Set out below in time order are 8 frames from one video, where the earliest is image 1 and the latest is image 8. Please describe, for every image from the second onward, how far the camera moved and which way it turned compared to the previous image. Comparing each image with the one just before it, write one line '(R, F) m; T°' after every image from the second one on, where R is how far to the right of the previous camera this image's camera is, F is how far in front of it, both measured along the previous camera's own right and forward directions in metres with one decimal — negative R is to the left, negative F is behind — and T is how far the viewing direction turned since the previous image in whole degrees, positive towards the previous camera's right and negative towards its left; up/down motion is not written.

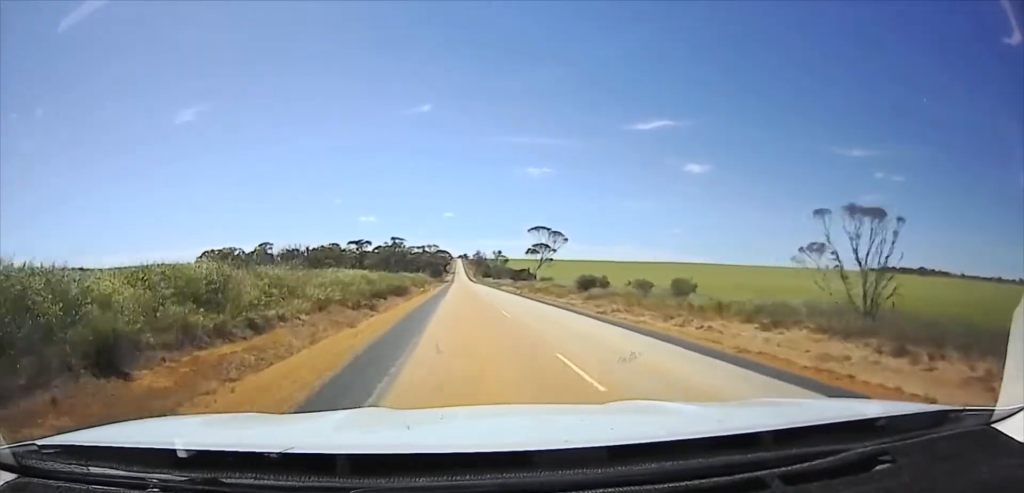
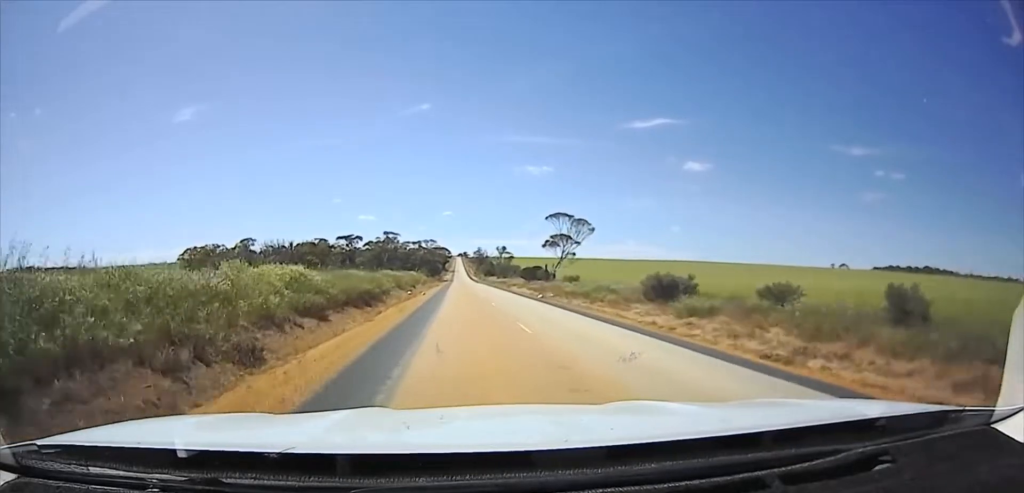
(0.0, +12.3) m; -1°
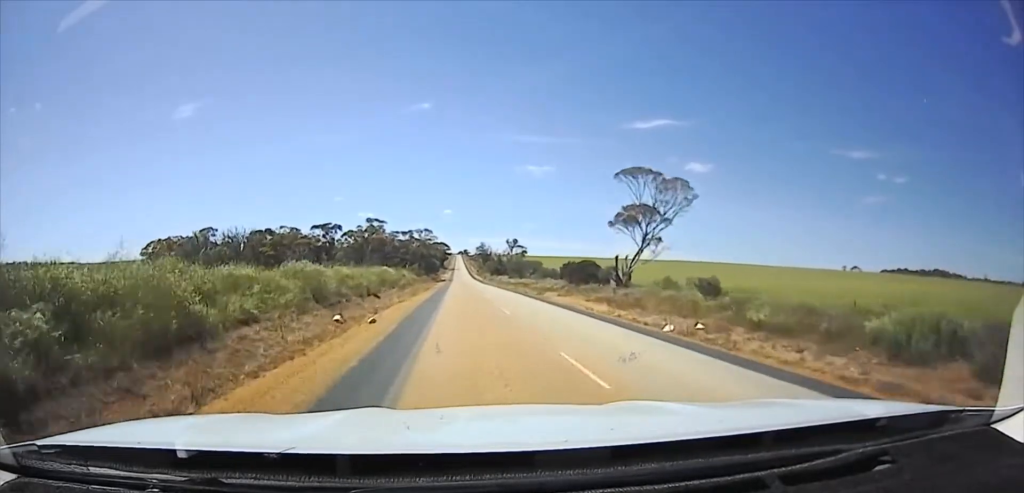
(-0.6, +24.7) m; -1°
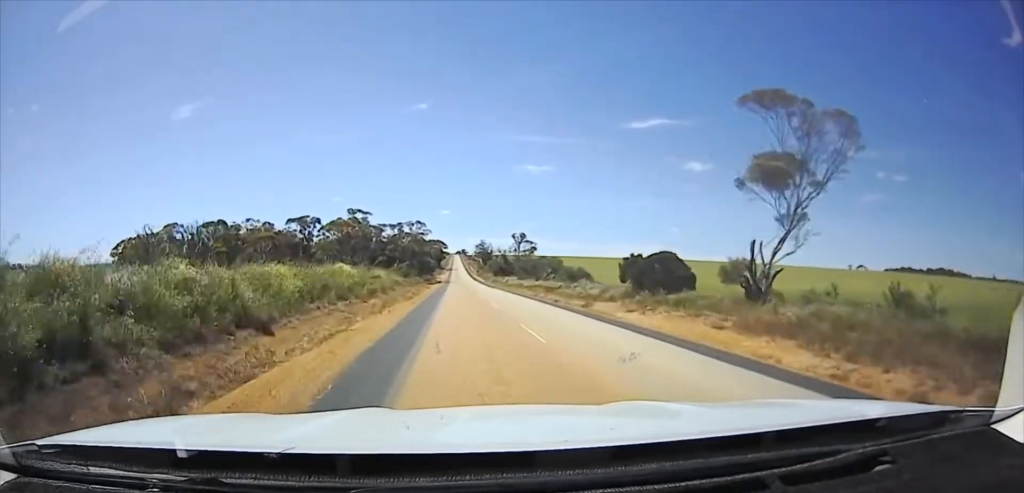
(+0.2, +15.8) m; +1°
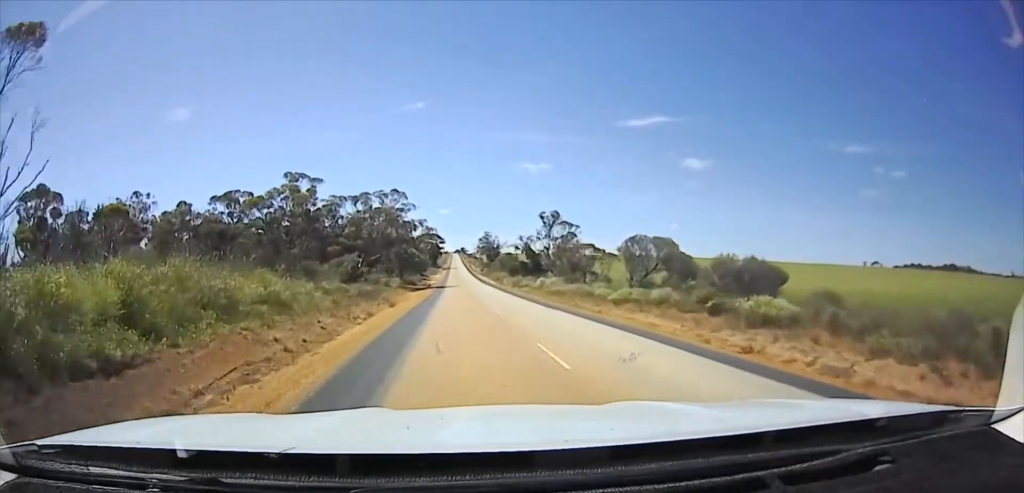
(+0.5, +34.4) m; -1°
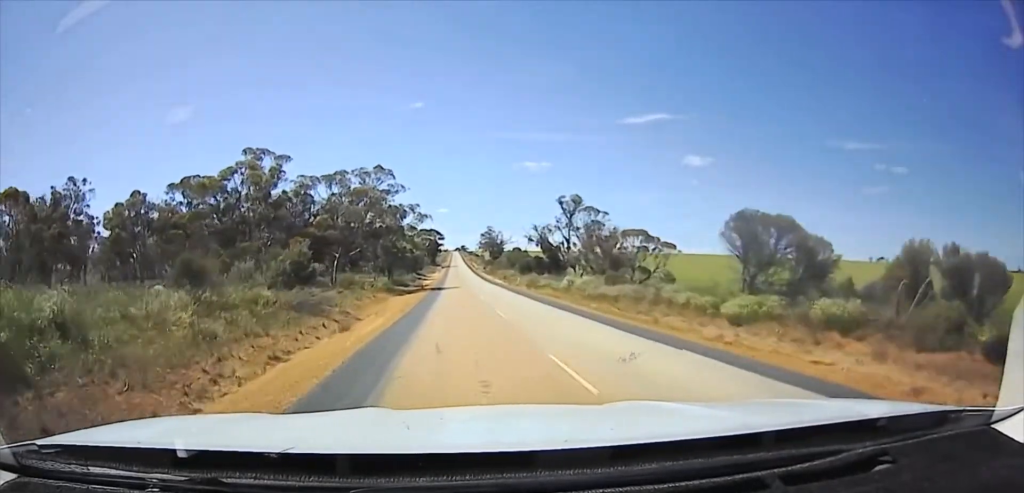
(-0.4, +13.6) m; 0°
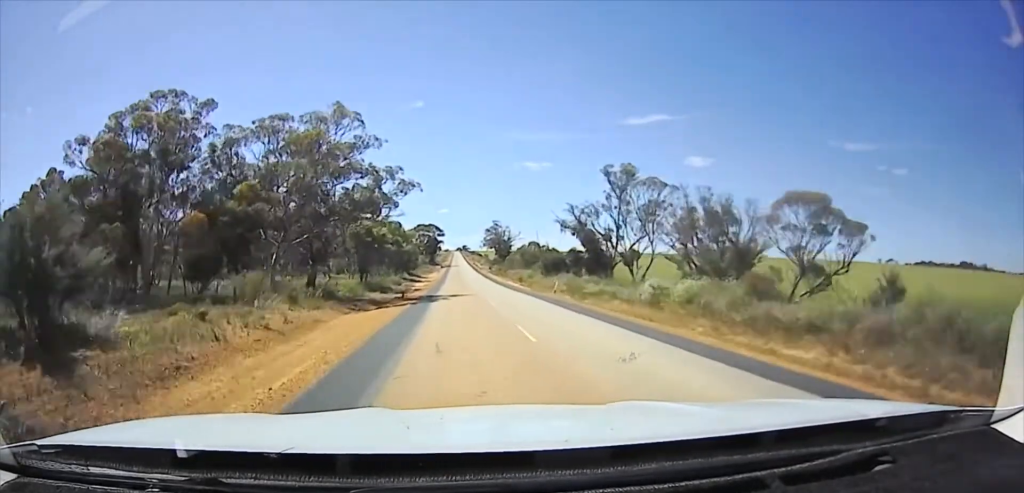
(-0.2, +18.8) m; 0°
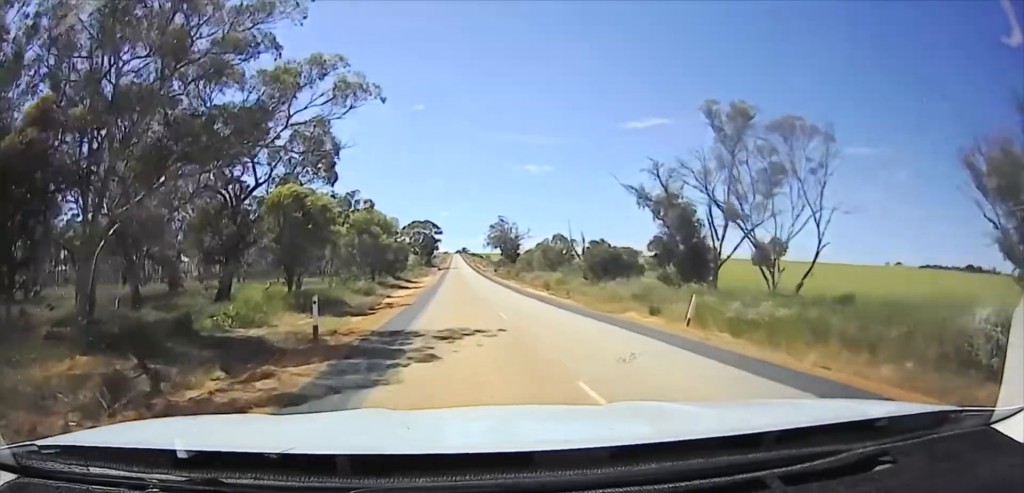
(+0.3, +22.0) m; +1°
